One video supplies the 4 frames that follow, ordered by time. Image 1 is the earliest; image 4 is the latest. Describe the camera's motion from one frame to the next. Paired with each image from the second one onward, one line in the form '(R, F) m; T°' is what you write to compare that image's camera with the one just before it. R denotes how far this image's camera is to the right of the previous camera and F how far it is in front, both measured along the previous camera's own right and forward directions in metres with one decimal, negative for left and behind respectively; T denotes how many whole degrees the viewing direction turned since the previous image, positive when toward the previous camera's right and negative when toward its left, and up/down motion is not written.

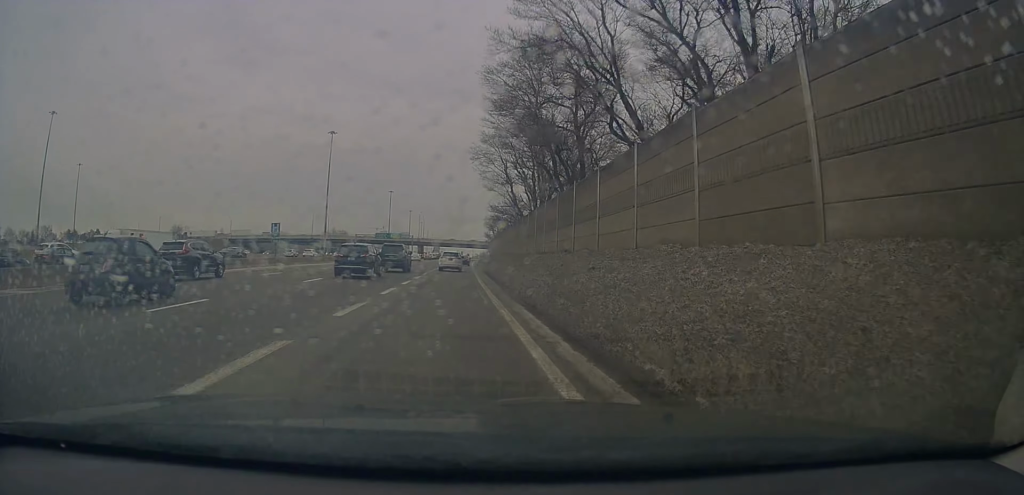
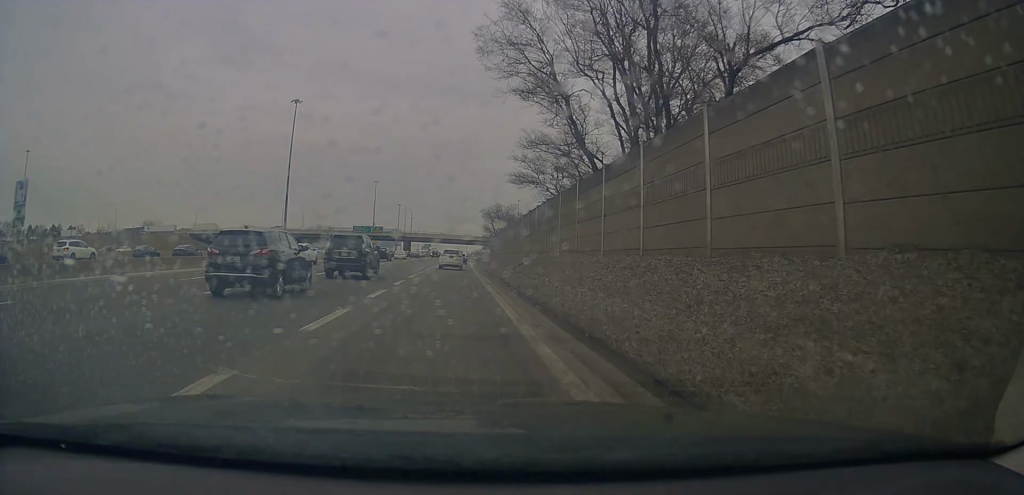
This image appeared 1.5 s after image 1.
(-0.1, +37.3) m; 0°
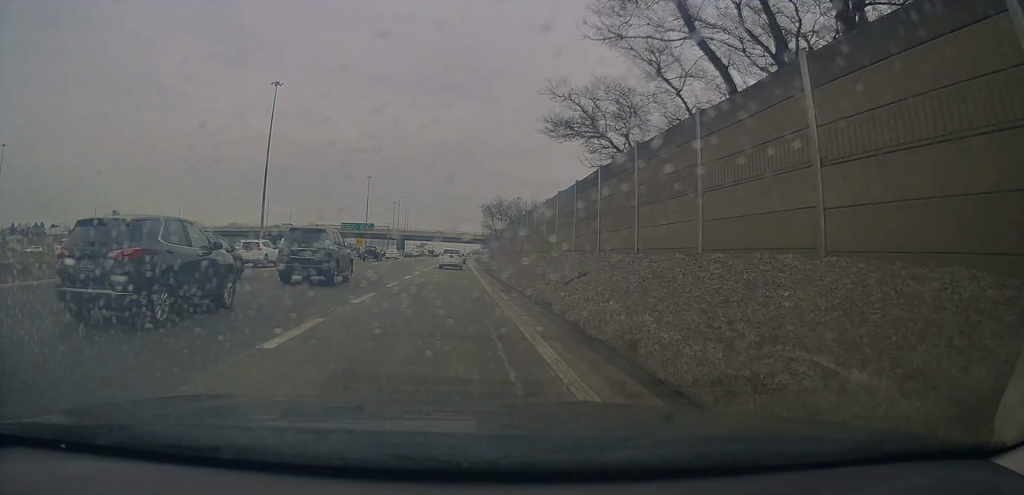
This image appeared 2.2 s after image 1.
(0.0, +16.8) m; 0°
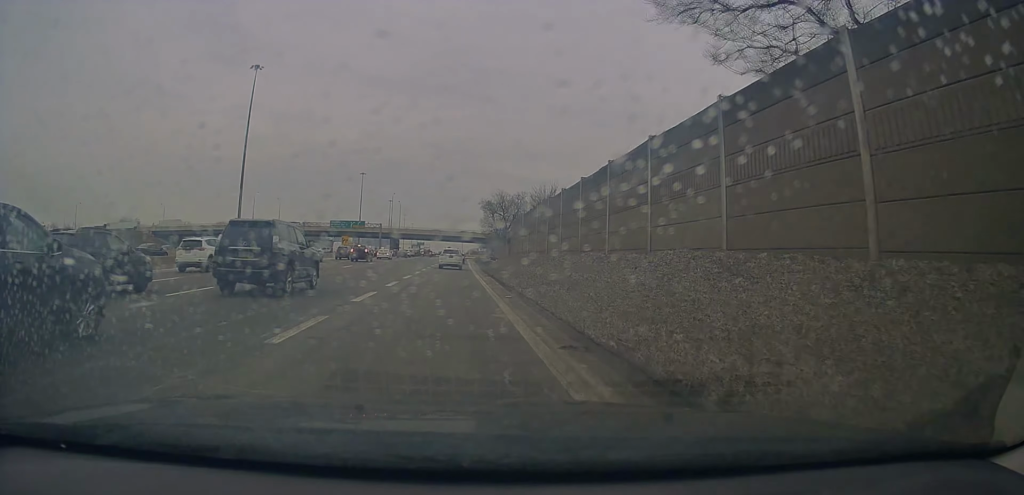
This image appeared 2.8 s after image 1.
(-0.1, +13.6) m; 0°
